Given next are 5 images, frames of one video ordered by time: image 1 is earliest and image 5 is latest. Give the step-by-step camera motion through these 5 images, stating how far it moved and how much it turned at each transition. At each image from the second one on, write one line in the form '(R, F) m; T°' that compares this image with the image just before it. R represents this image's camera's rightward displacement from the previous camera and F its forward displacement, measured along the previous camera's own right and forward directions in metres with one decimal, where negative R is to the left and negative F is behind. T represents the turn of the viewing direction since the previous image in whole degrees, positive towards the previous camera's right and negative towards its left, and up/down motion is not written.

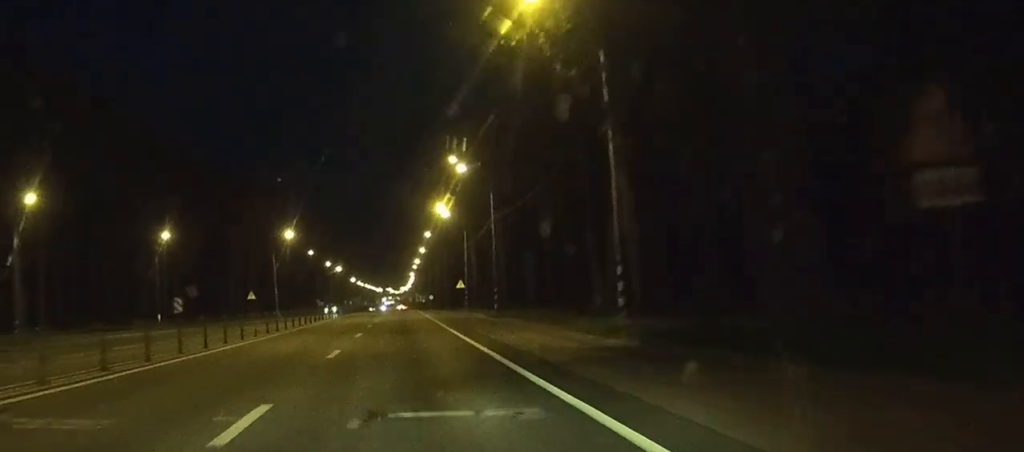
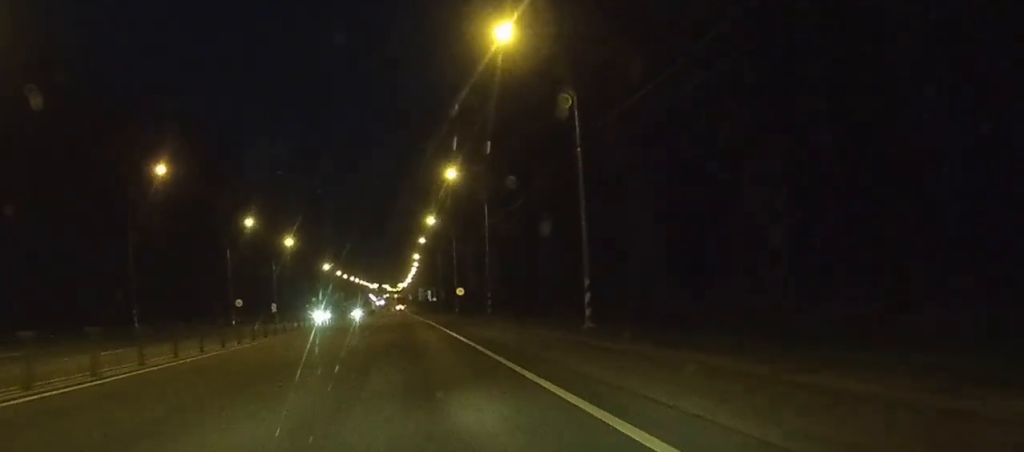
(-0.2, +99.6) m; -1°
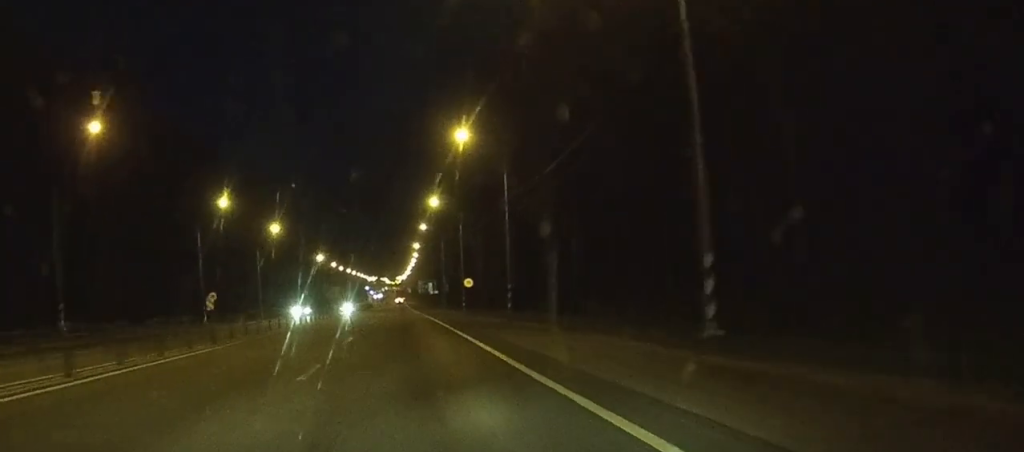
(0.0, +13.2) m; 0°
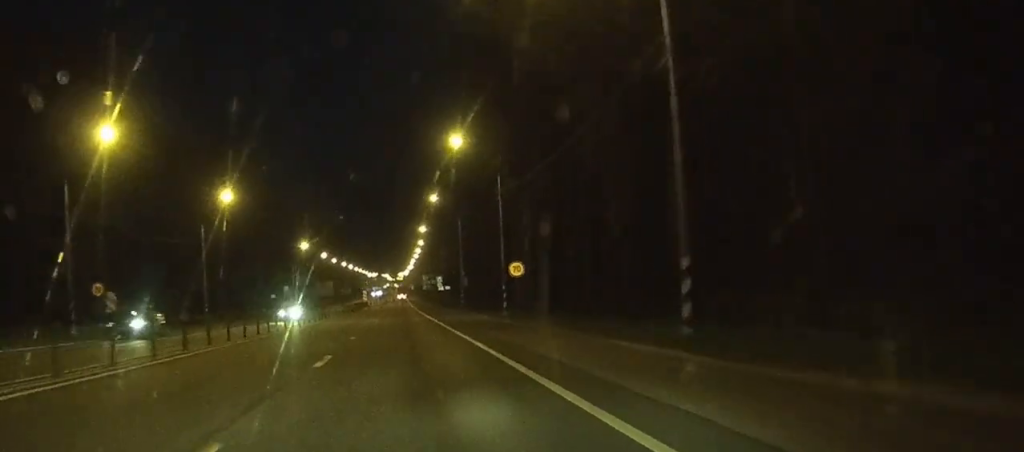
(0.0, +33.8) m; 0°
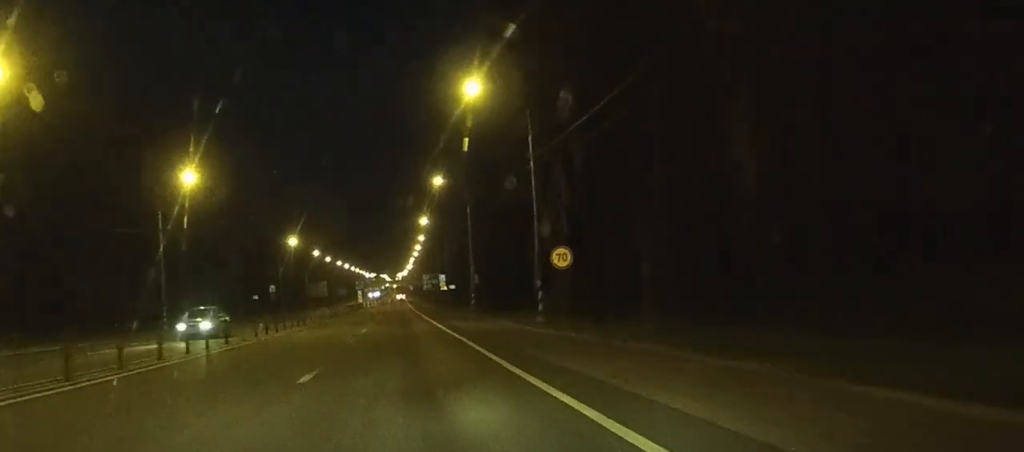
(0.0, +14.7) m; 0°
